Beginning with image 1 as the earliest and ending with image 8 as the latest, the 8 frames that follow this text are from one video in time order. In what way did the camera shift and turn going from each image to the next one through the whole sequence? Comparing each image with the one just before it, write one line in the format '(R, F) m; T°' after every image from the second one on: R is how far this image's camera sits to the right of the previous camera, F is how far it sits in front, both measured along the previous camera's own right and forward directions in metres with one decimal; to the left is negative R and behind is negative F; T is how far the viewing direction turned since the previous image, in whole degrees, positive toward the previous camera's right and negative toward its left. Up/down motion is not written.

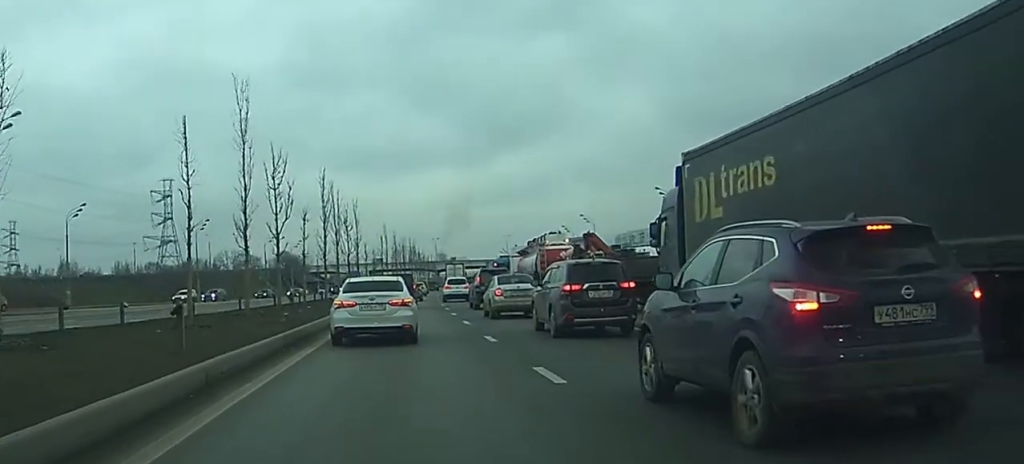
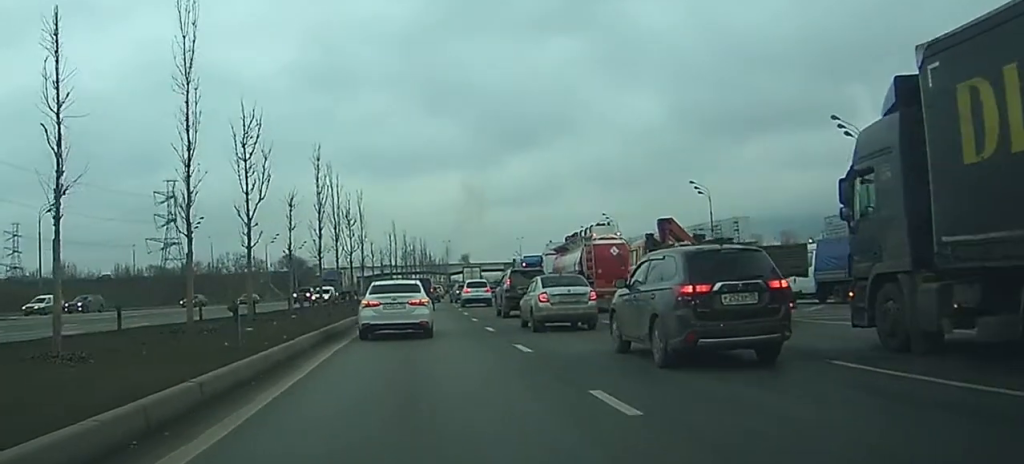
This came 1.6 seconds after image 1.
(0.0, +9.6) m; -1°
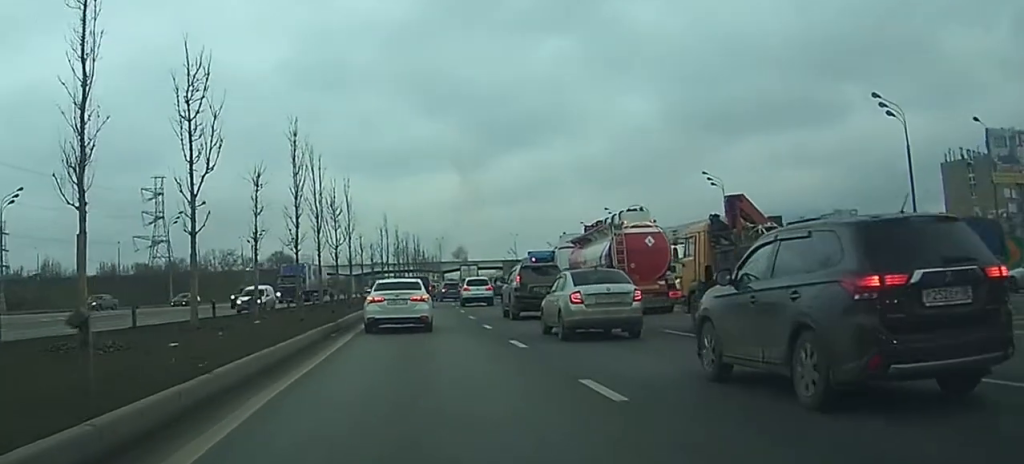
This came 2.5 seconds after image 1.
(-0.1, +6.7) m; 0°
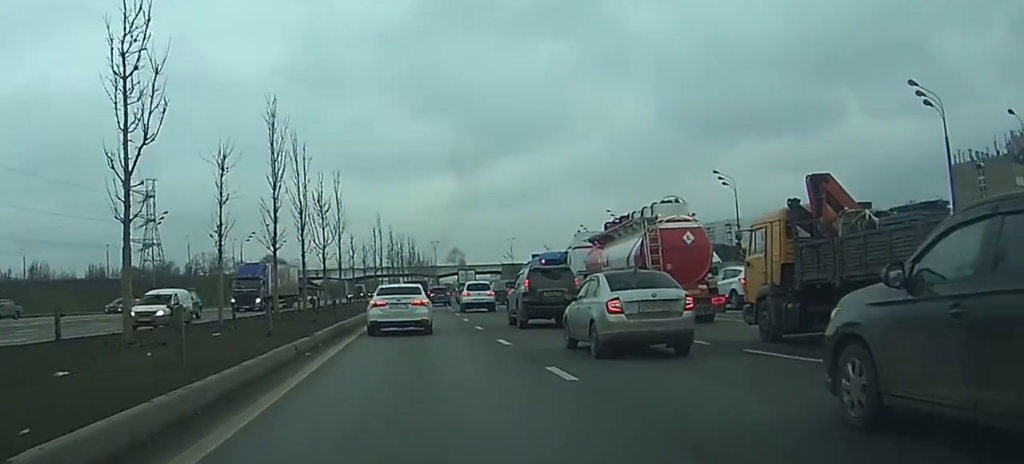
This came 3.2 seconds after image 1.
(0.0, +4.9) m; +1°
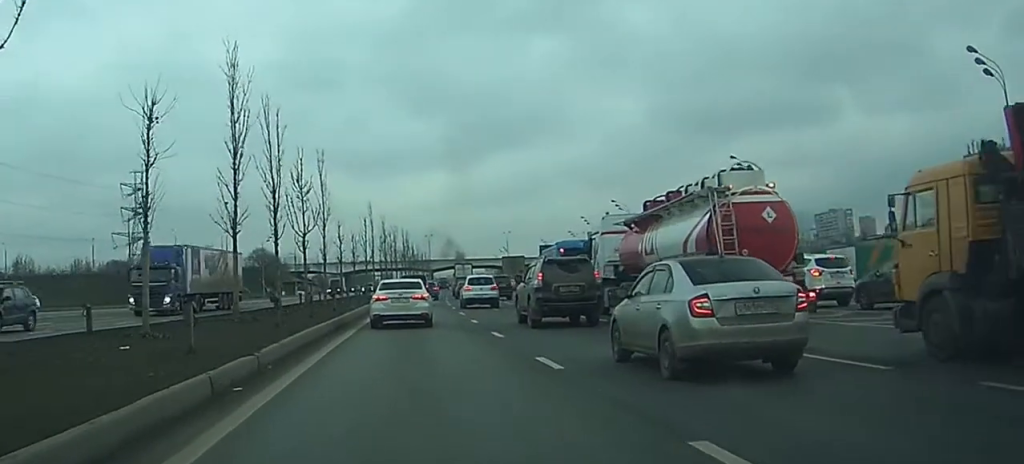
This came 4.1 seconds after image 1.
(+0.1, +6.8) m; +1°
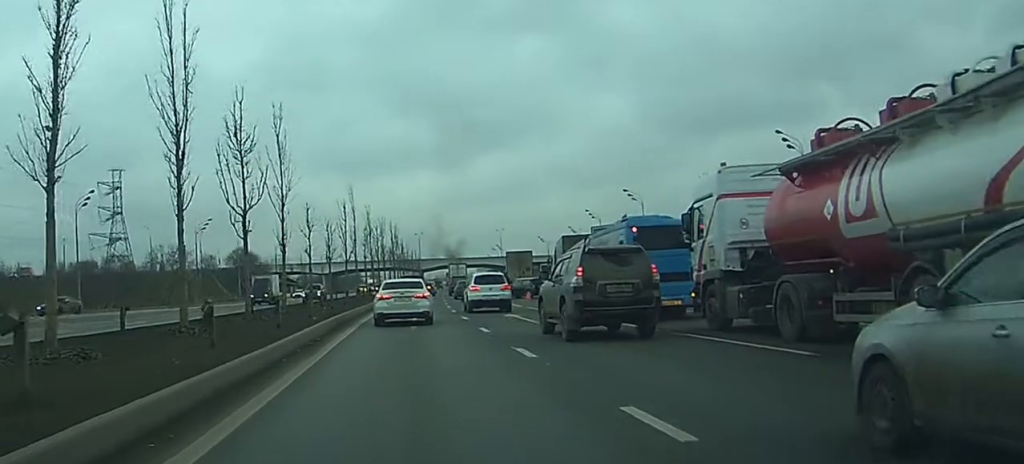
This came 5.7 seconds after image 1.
(0.0, +13.5) m; -2°
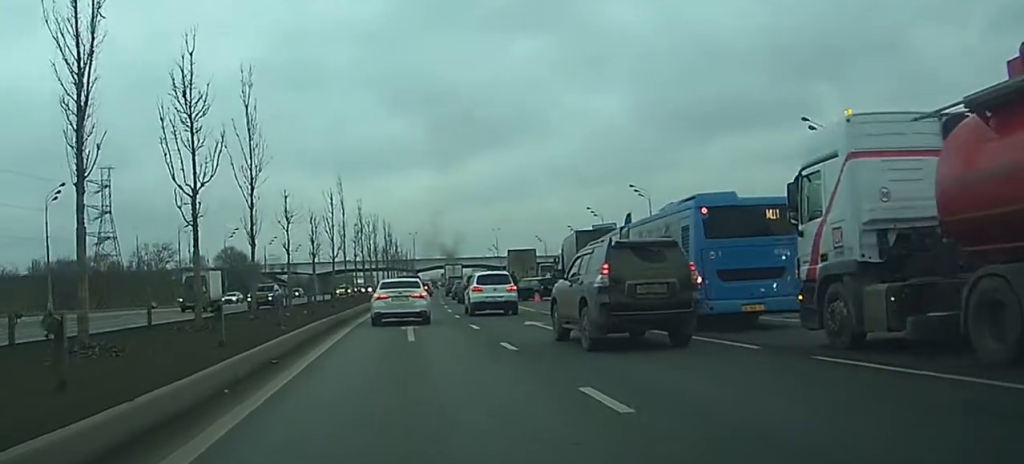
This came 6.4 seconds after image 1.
(-0.1, +6.1) m; -1°
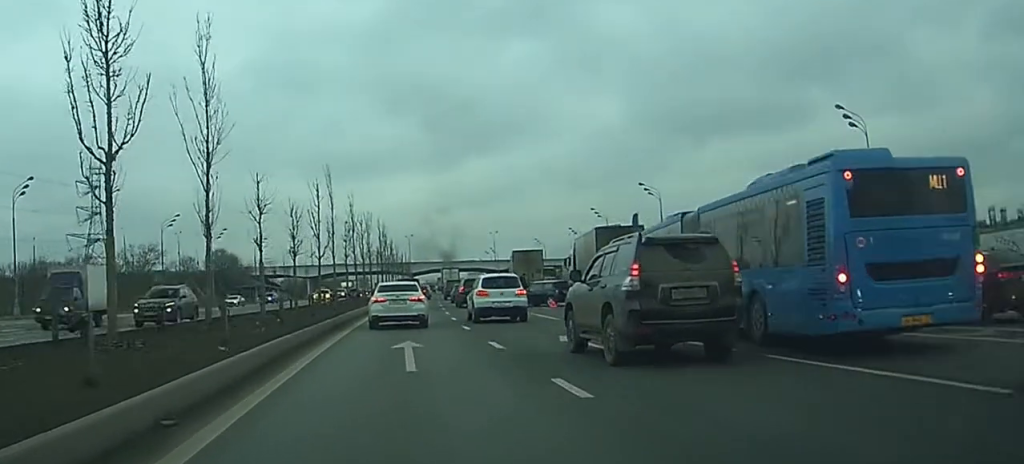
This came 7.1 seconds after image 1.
(-0.1, +6.2) m; -1°
